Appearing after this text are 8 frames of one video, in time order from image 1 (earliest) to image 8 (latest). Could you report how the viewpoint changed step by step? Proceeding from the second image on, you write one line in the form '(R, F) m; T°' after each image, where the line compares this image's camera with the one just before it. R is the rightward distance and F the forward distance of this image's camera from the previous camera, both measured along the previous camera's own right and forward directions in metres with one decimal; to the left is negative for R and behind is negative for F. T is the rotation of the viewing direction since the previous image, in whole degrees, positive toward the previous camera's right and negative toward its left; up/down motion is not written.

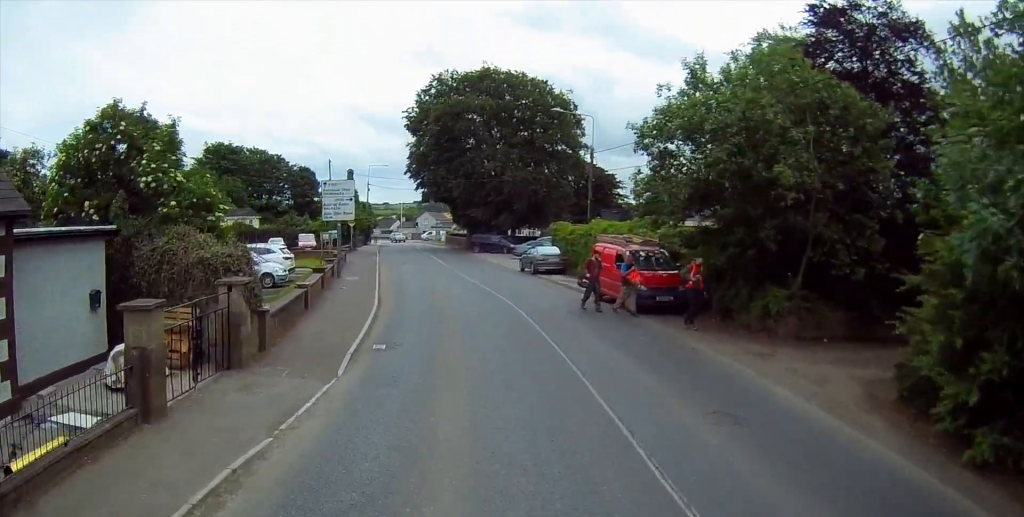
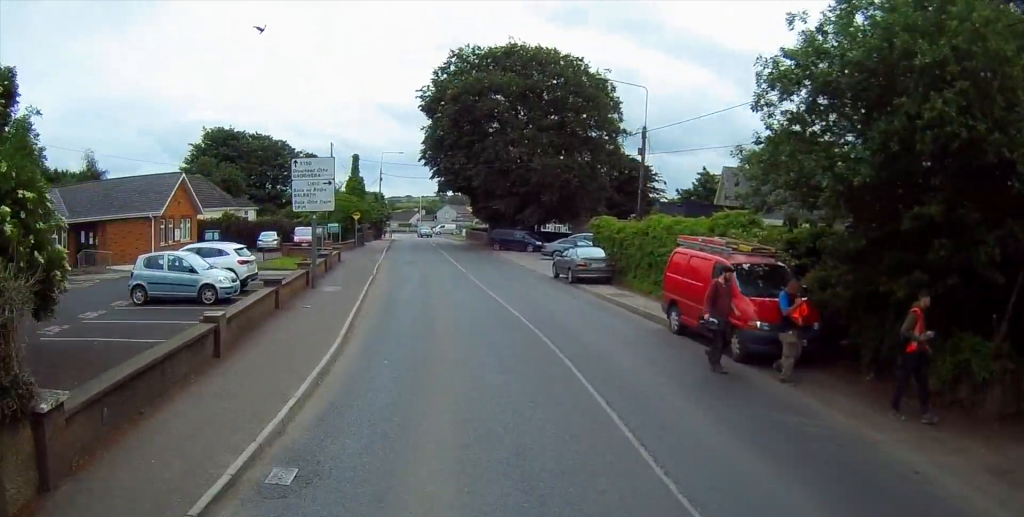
(-0.1, +7.5) m; -1°
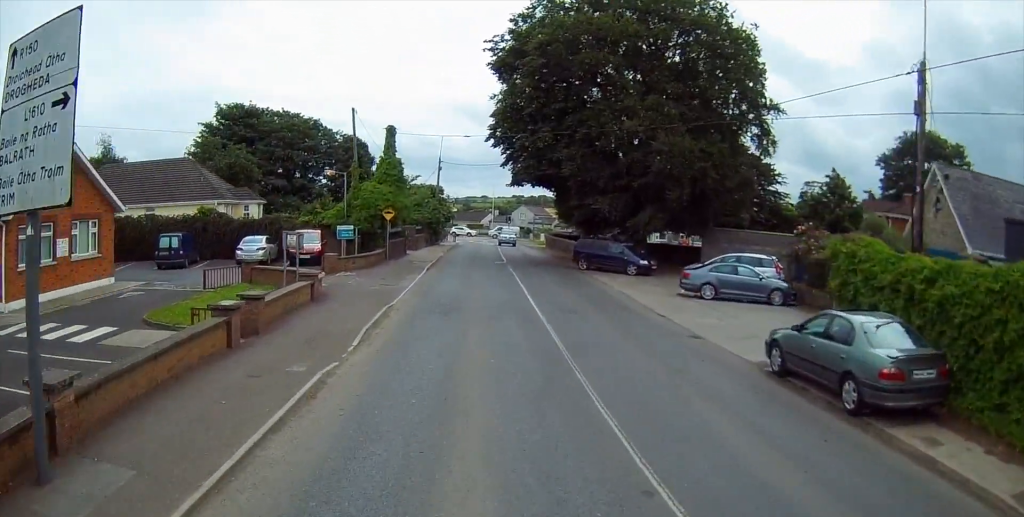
(-0.7, +17.3) m; -7°
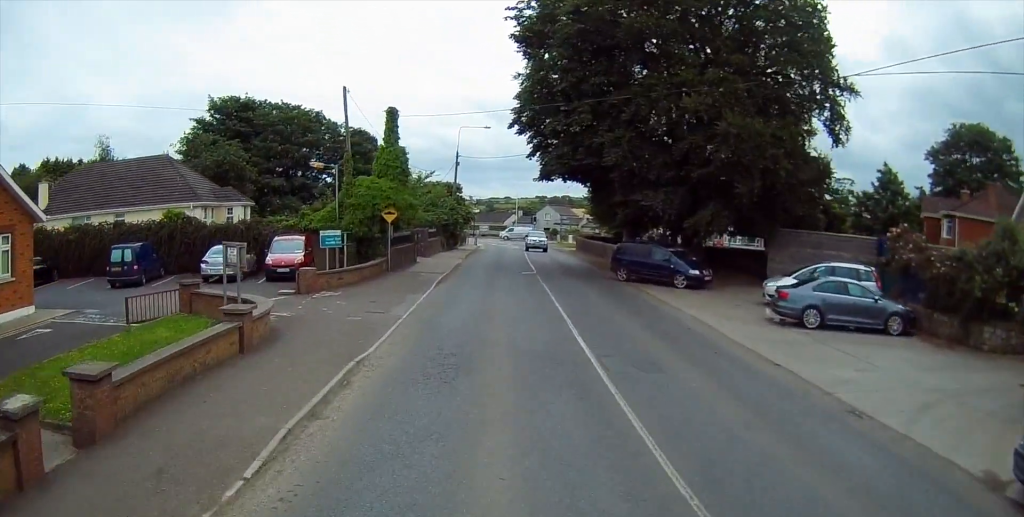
(-0.5, +6.8) m; -1°
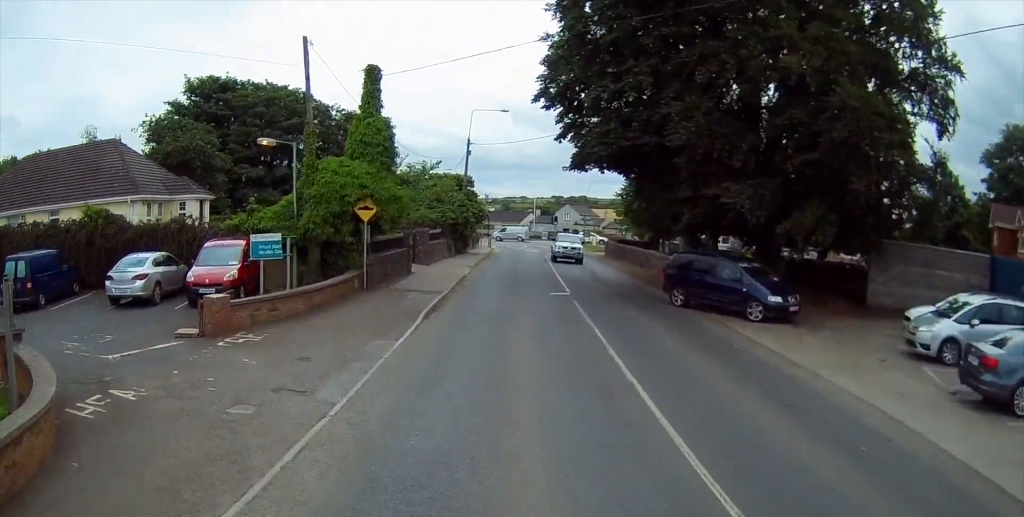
(+0.2, +8.5) m; 0°
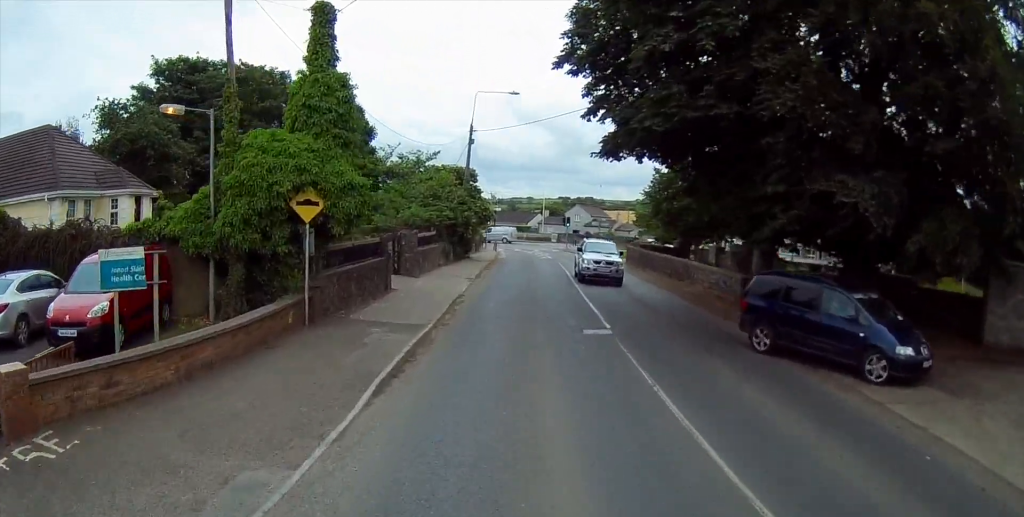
(0.0, +7.0) m; -1°
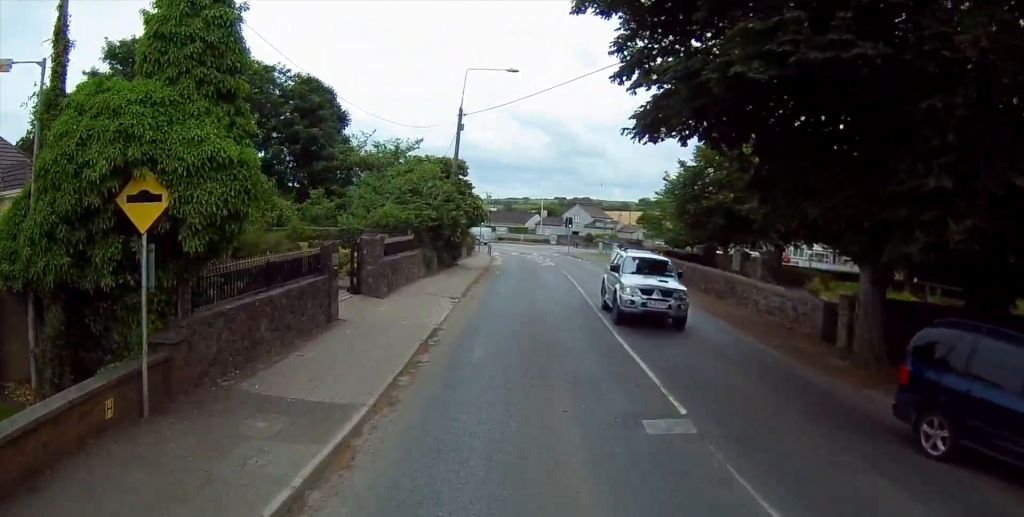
(-0.2, +6.6) m; -2°
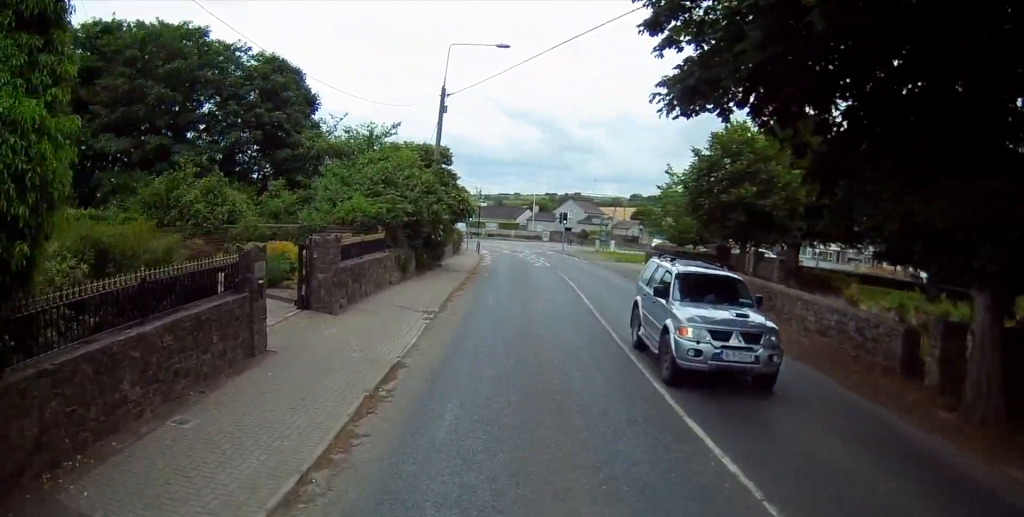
(-0.1, +4.3) m; +1°
